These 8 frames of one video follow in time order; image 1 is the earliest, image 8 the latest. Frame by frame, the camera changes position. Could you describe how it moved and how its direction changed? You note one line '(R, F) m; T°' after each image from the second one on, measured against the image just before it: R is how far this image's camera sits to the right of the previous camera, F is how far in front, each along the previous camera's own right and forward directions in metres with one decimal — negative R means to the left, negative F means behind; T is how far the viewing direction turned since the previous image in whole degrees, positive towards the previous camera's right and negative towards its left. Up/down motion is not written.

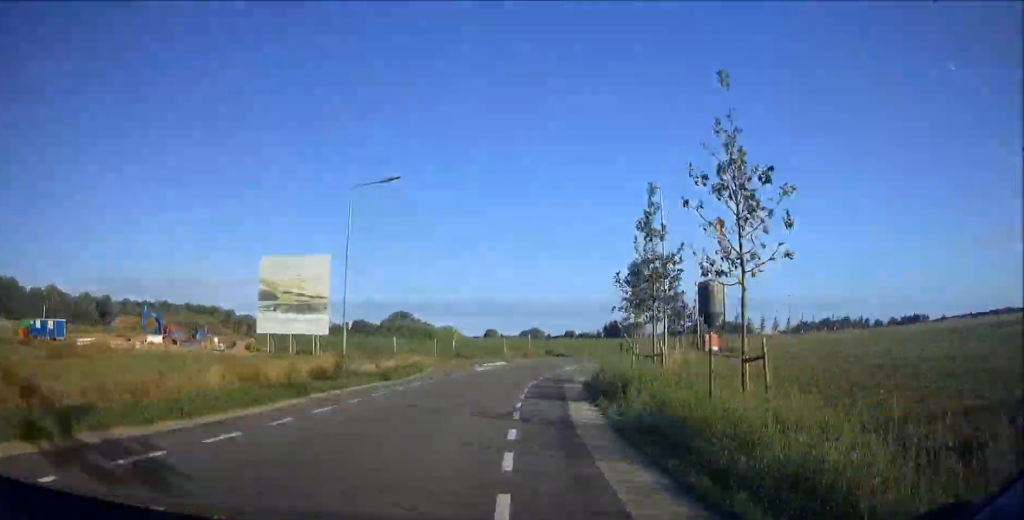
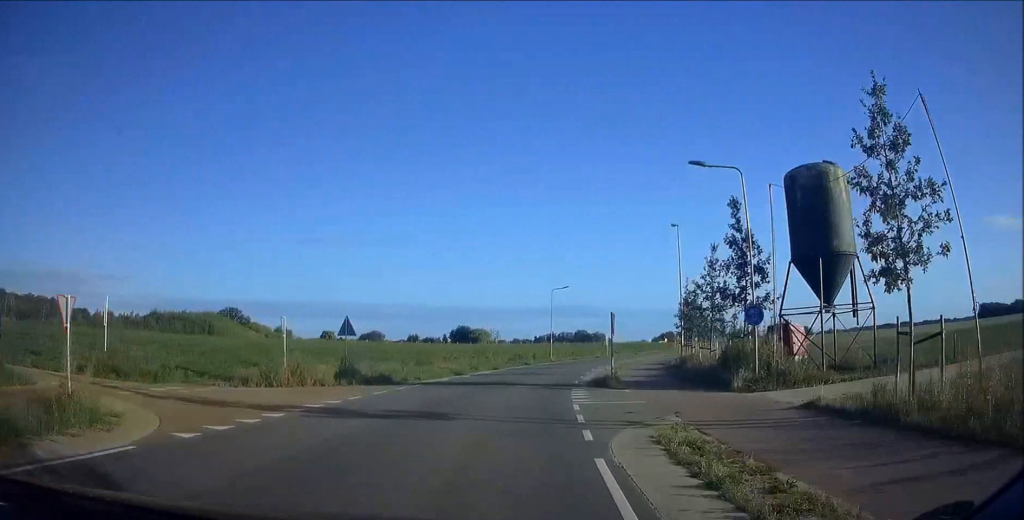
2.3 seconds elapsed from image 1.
(+3.9, +42.8) m; +14°
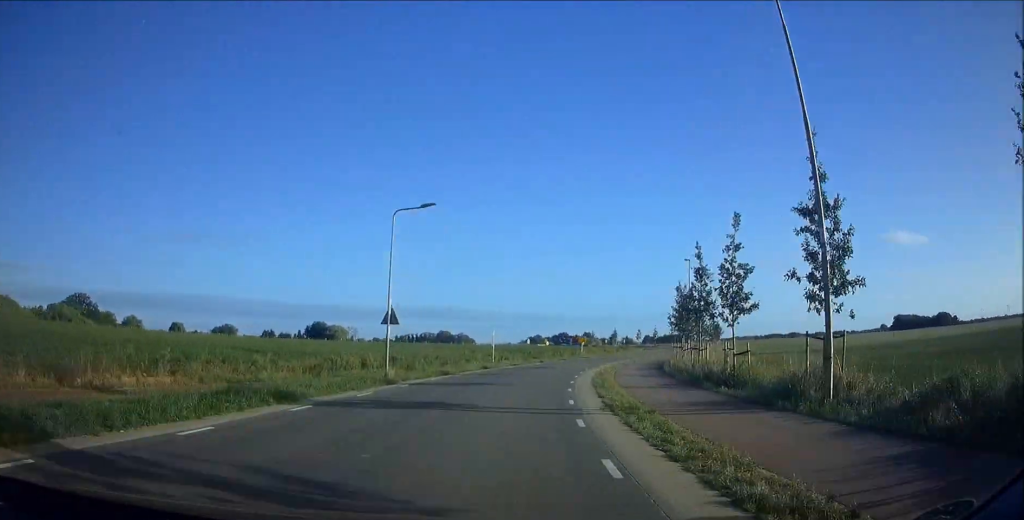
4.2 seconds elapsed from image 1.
(+4.4, +33.7) m; +13°
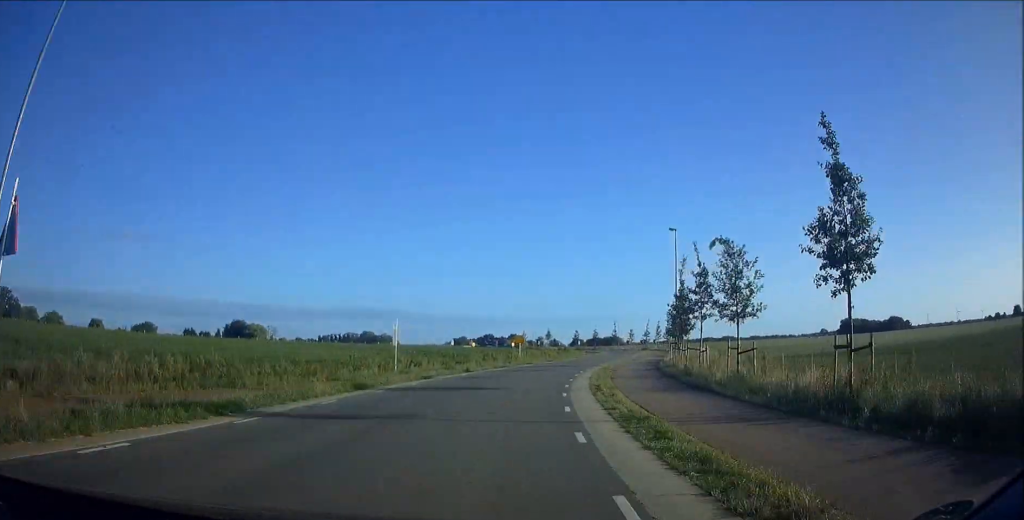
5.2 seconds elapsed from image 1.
(+0.4, +18.2) m; +6°
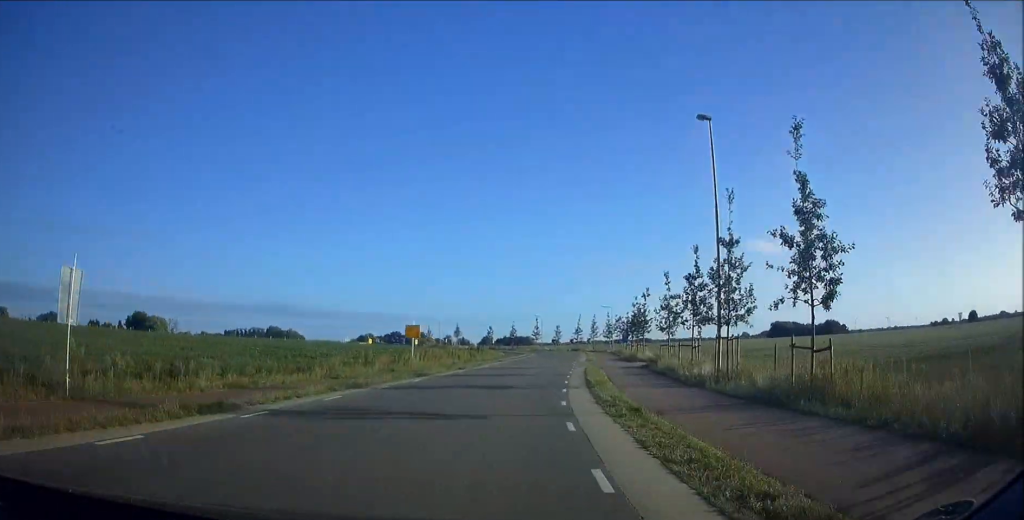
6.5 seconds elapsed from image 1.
(+2.2, +22.5) m; +6°
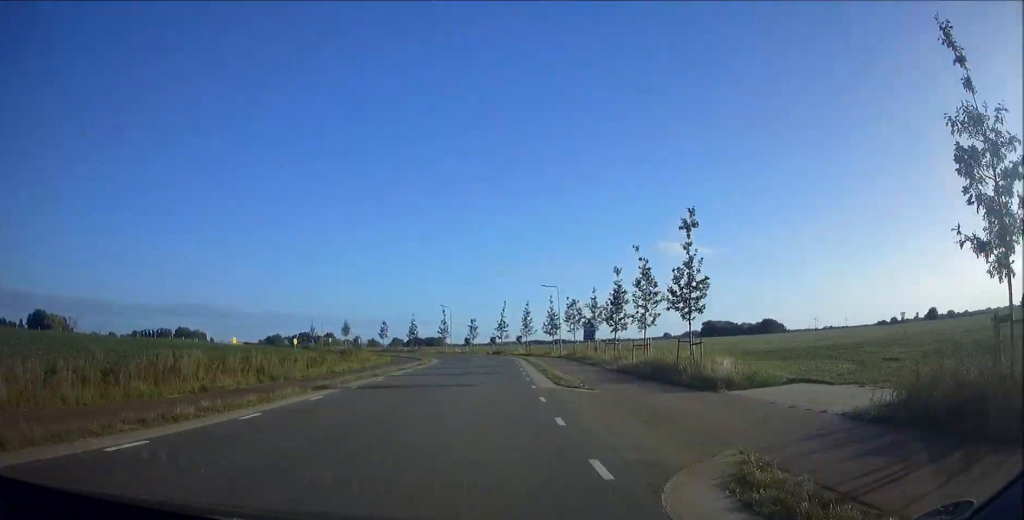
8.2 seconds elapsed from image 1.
(+2.0, +30.2) m; +3°
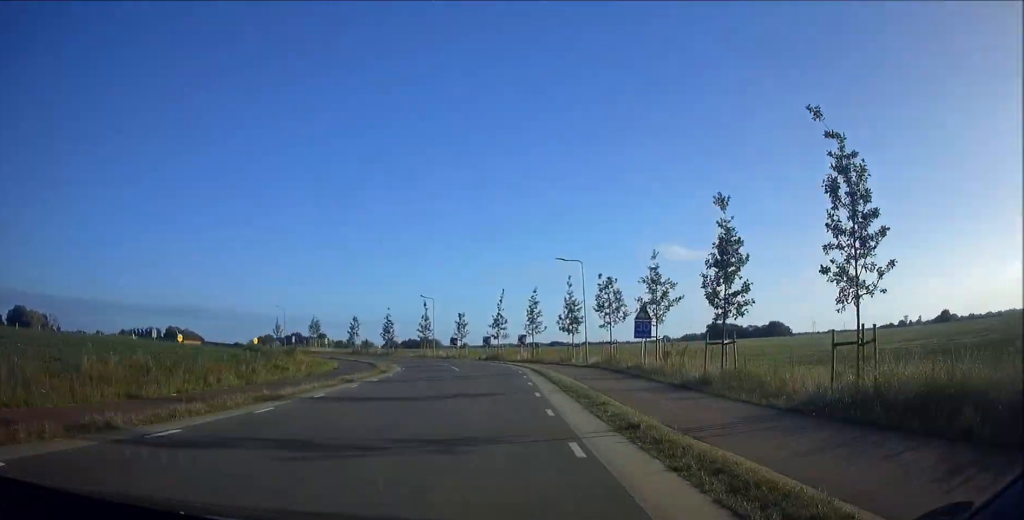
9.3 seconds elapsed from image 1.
(+0.7, +18.2) m; -1°
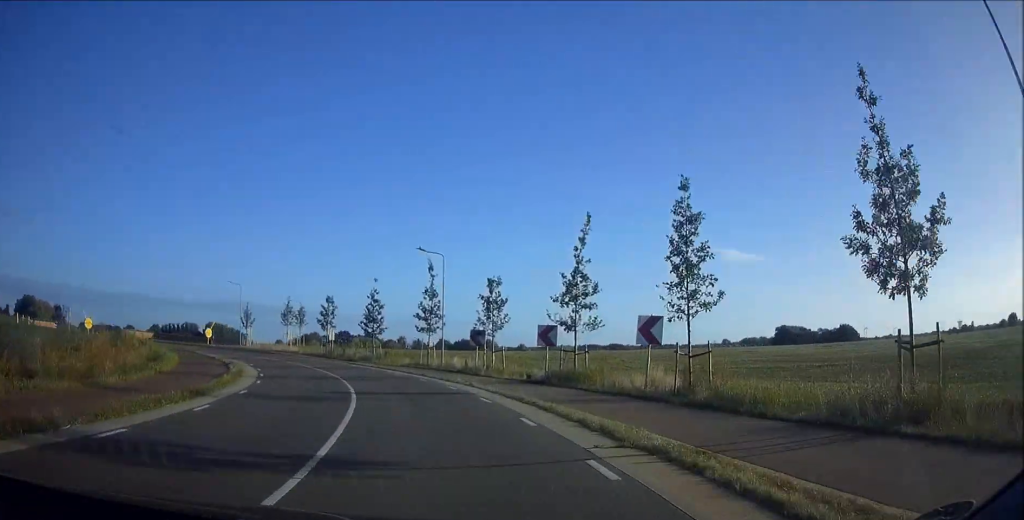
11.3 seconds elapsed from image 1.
(-1.6, +33.3) m; -14°
